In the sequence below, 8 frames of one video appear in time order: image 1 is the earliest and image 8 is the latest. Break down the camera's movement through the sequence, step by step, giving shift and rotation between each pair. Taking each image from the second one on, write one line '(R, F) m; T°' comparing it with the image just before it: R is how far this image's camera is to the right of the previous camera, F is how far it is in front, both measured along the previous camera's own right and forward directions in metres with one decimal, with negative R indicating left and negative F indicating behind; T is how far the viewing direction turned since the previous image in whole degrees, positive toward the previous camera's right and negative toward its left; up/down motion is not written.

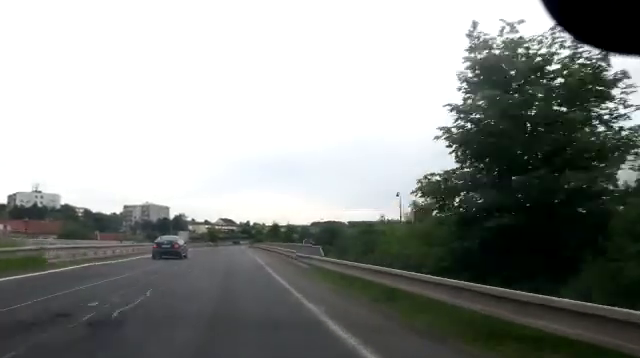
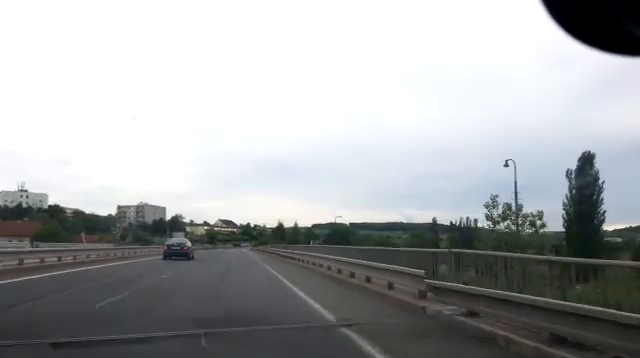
(-0.1, +18.1) m; 0°
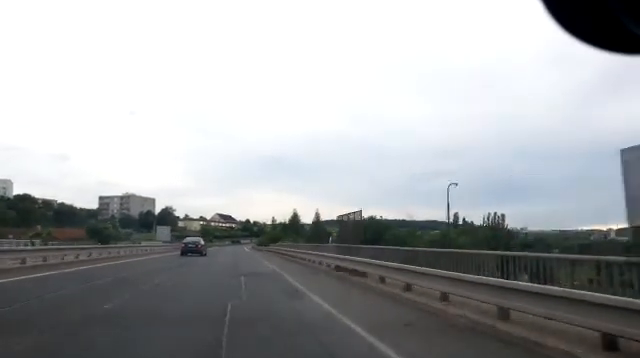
(+0.3, +35.9) m; 0°
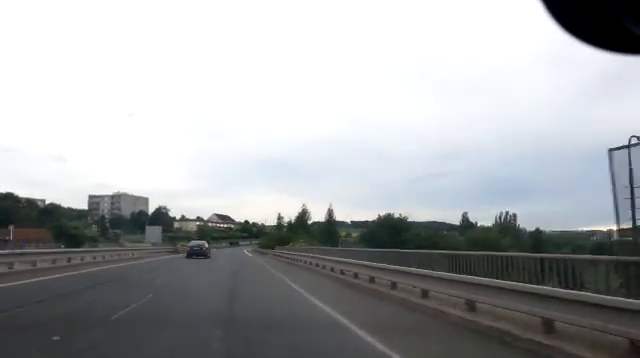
(0.0, +14.7) m; 0°
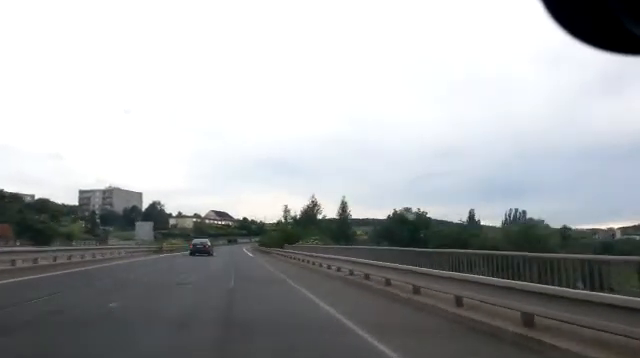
(-0.1, +11.5) m; 0°
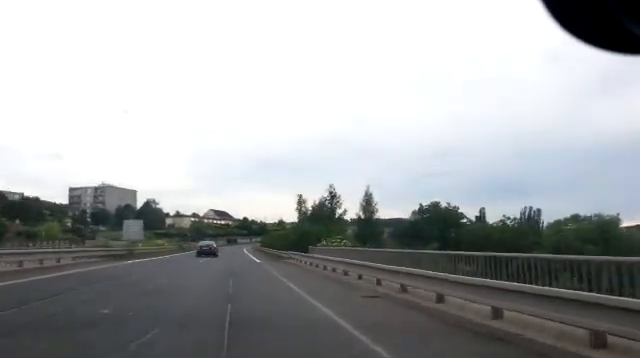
(0.0, +13.1) m; 0°
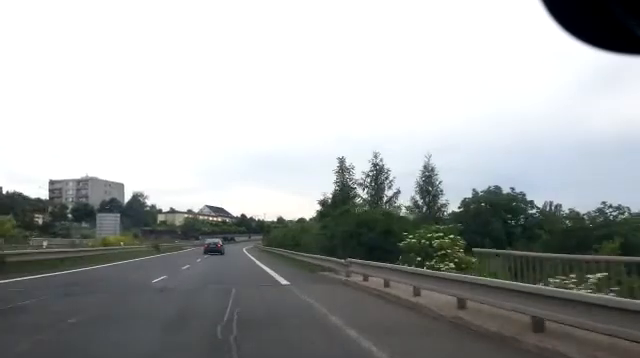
(+0.2, +19.0) m; 0°
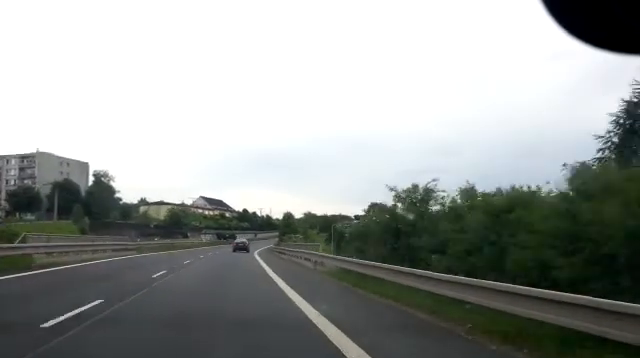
(-0.2, +51.7) m; 0°
